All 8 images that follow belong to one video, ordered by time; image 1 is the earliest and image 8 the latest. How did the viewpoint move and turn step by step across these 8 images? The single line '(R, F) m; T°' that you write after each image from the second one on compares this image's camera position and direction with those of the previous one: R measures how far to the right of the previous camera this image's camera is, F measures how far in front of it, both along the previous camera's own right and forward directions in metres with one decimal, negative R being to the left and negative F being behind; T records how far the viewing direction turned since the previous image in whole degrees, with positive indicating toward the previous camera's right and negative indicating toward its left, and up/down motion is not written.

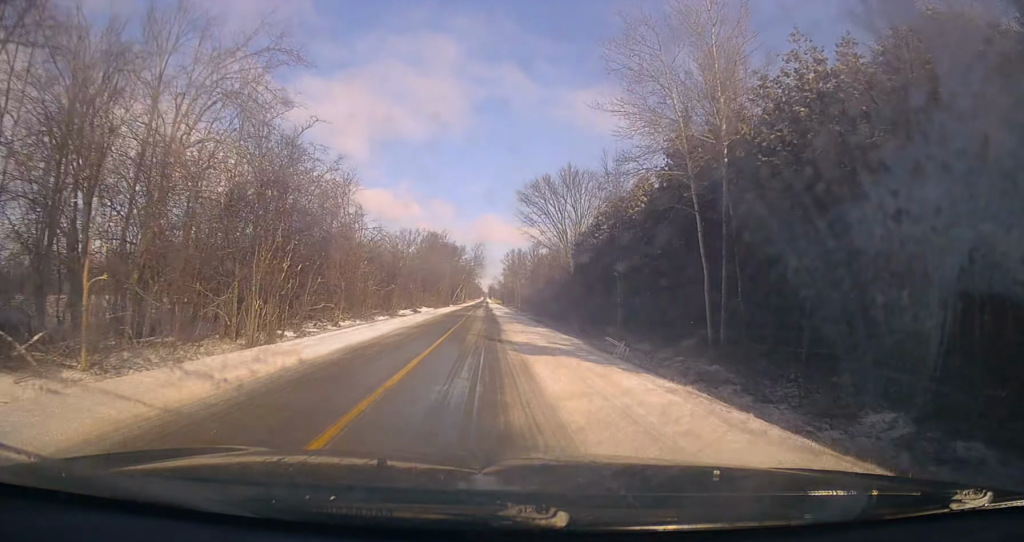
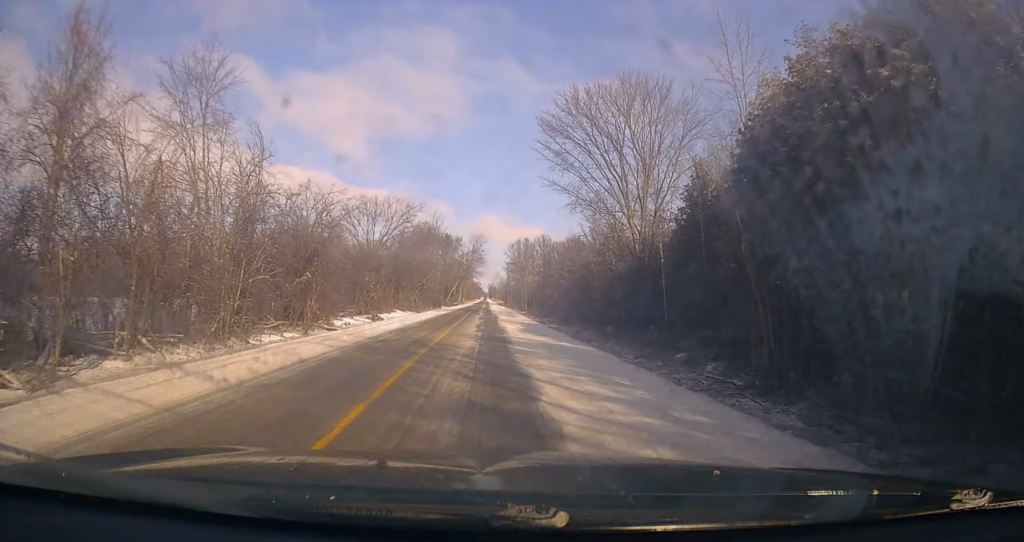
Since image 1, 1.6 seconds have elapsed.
(0.0, +29.4) m; +1°
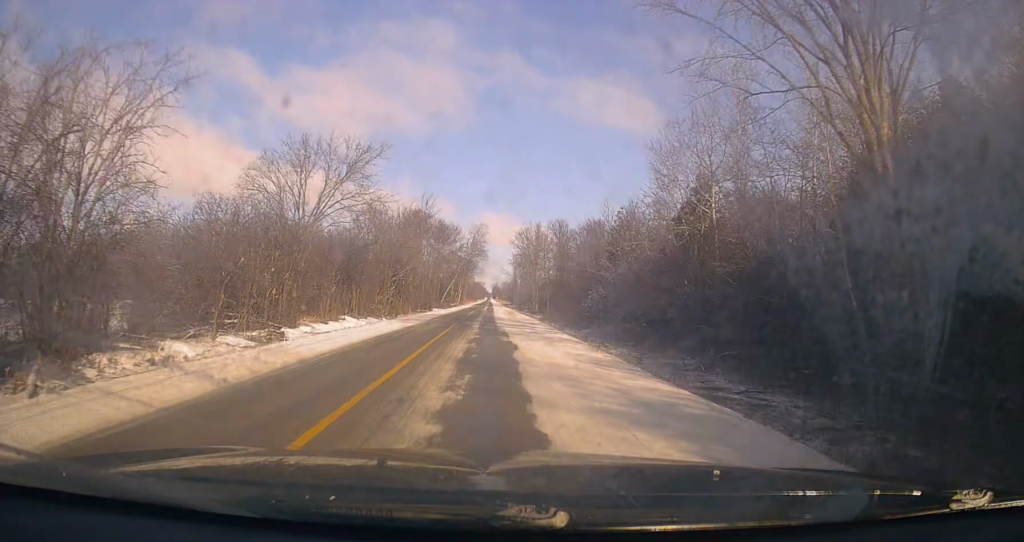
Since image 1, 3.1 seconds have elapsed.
(+0.4, +26.2) m; 0°
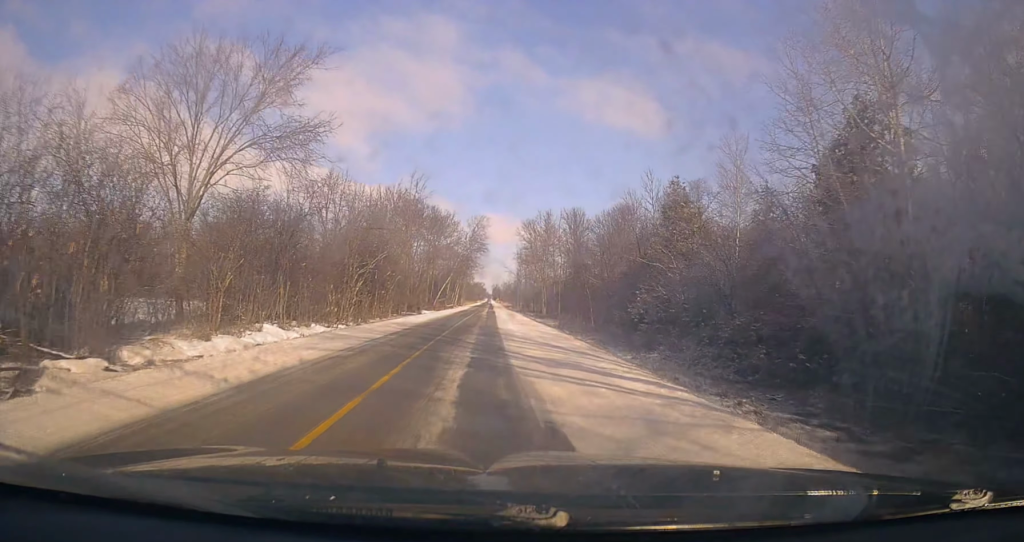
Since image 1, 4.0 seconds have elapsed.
(-0.2, +16.9) m; -1°
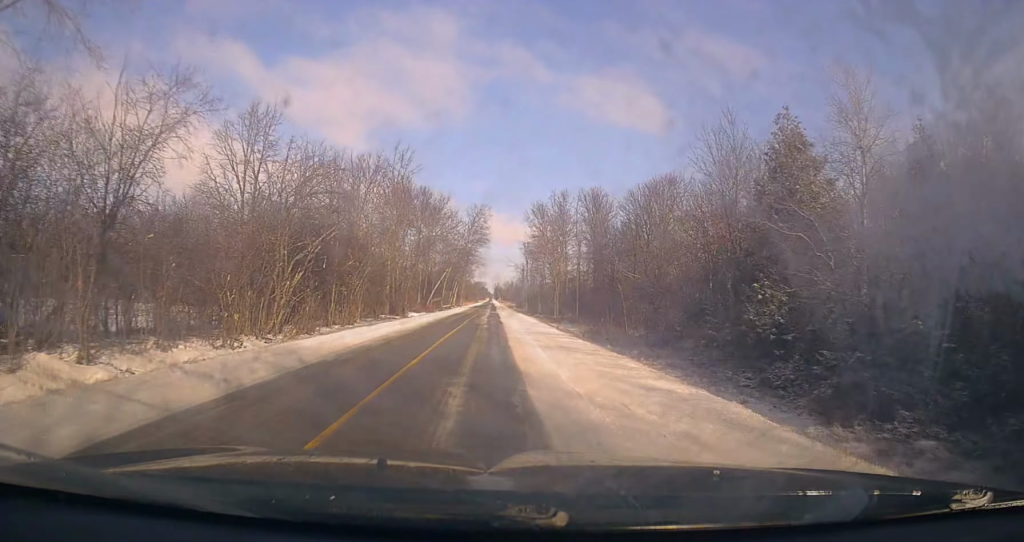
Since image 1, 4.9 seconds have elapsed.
(-0.2, +16.9) m; 0°
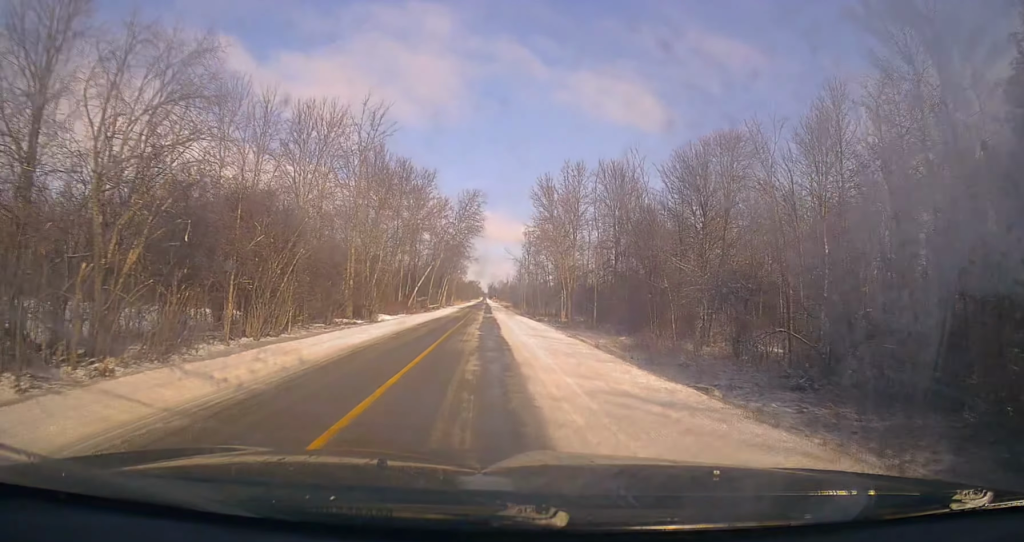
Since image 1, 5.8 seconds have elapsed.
(+0.1, +15.9) m; 0°
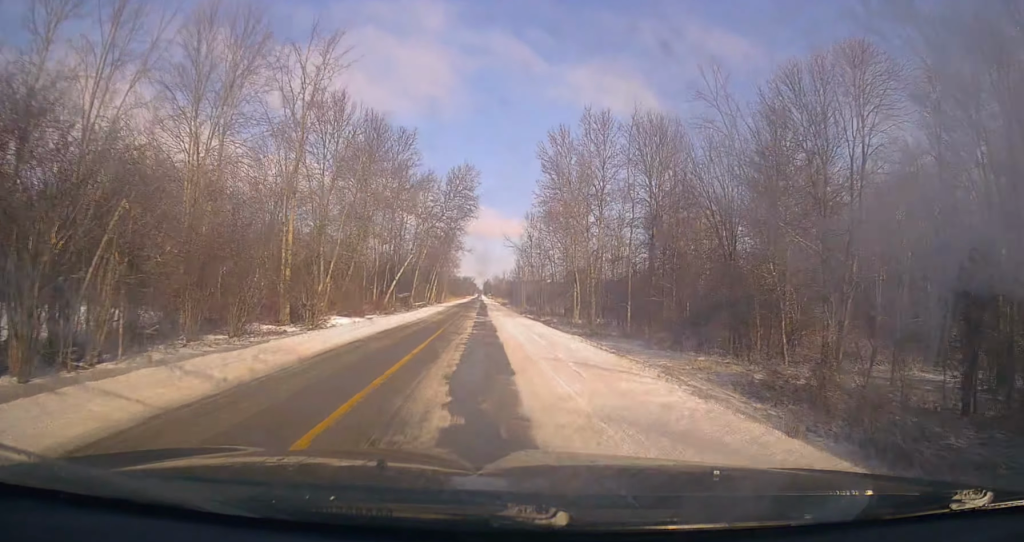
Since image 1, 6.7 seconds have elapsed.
(0.0, +16.0) m; 0°
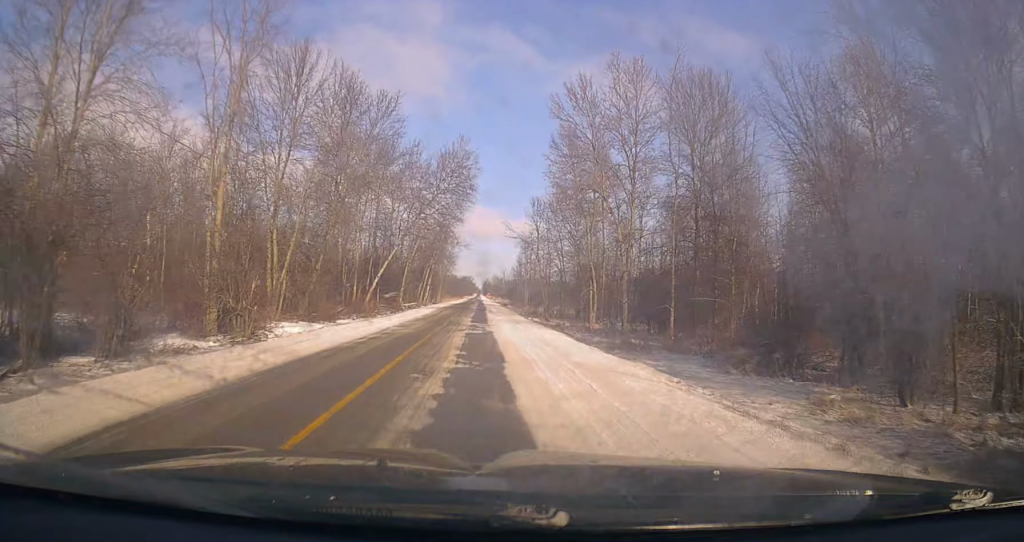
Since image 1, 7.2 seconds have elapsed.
(-0.4, +10.8) m; 0°
